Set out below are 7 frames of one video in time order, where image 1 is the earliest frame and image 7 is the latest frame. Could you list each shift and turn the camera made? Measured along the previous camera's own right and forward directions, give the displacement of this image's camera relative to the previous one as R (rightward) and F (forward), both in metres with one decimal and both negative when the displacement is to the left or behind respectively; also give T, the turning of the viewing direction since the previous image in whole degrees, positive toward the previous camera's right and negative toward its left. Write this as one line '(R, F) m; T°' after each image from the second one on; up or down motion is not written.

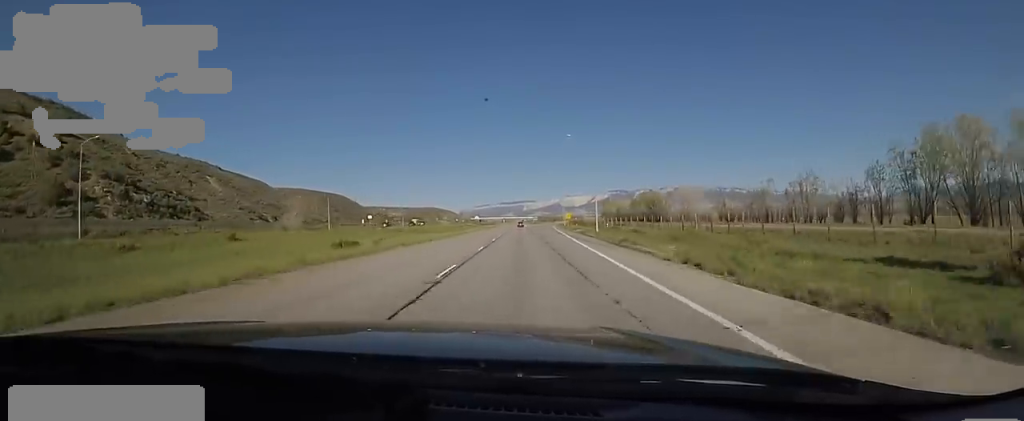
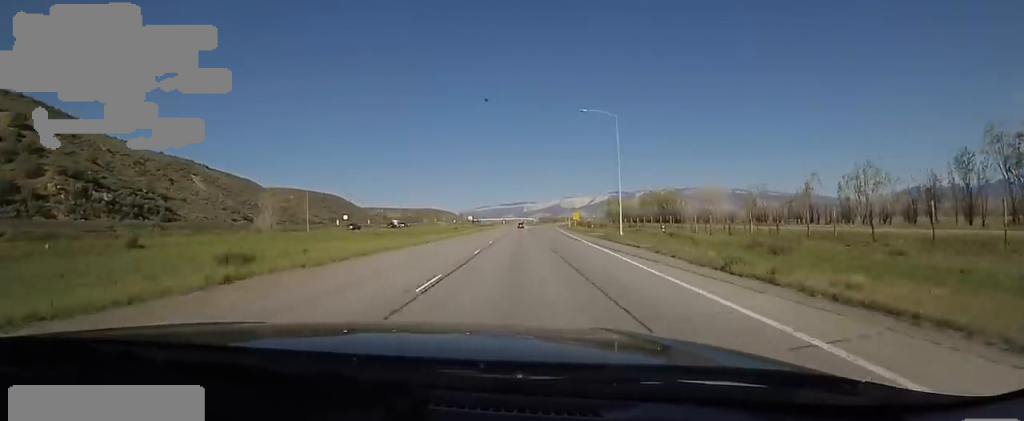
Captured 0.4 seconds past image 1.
(0.0, +14.4) m; 0°
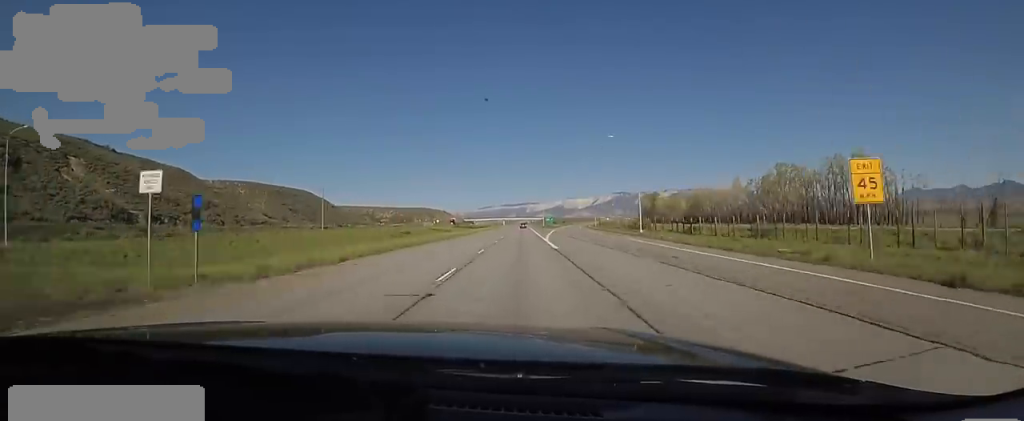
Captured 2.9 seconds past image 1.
(0.0, +83.3) m; 0°
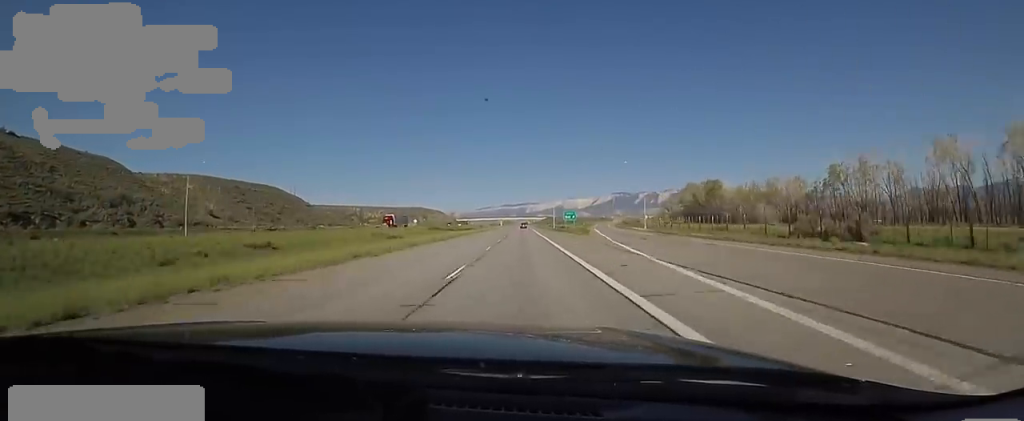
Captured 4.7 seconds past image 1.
(0.0, +58.9) m; 0°
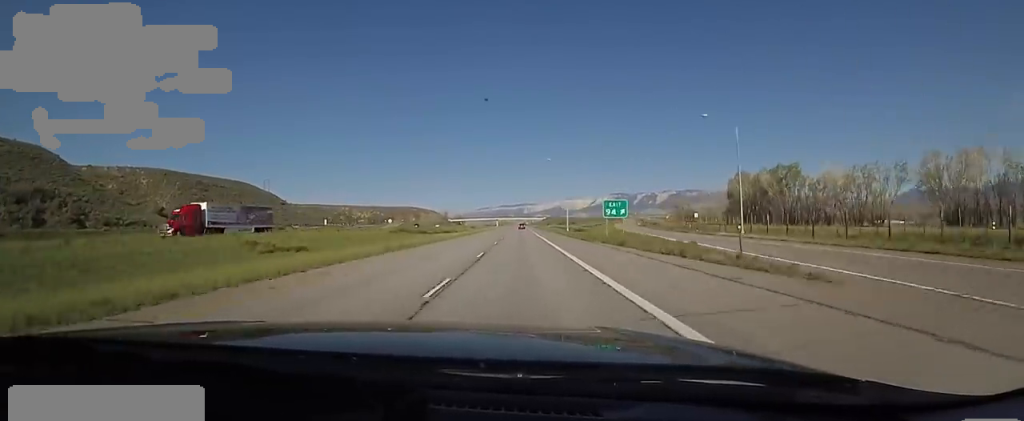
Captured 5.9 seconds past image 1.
(0.0, +41.1) m; +1°
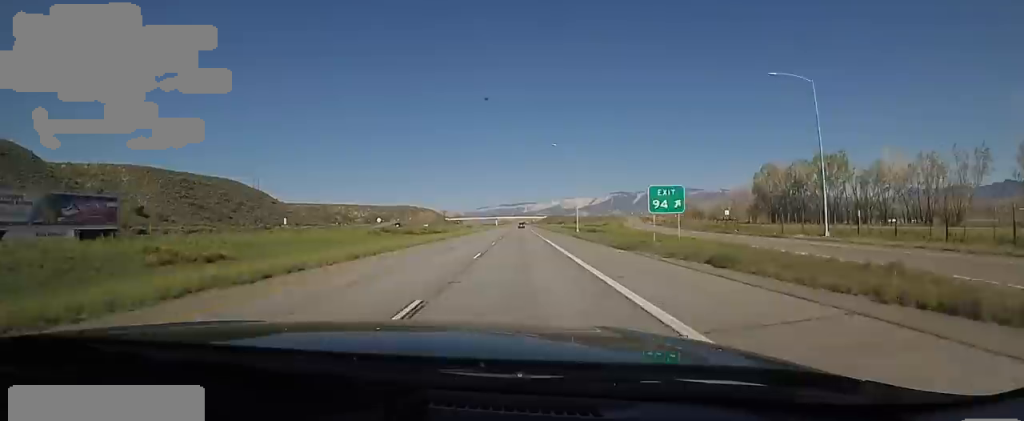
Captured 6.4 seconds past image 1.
(-0.4, +14.5) m; +1°
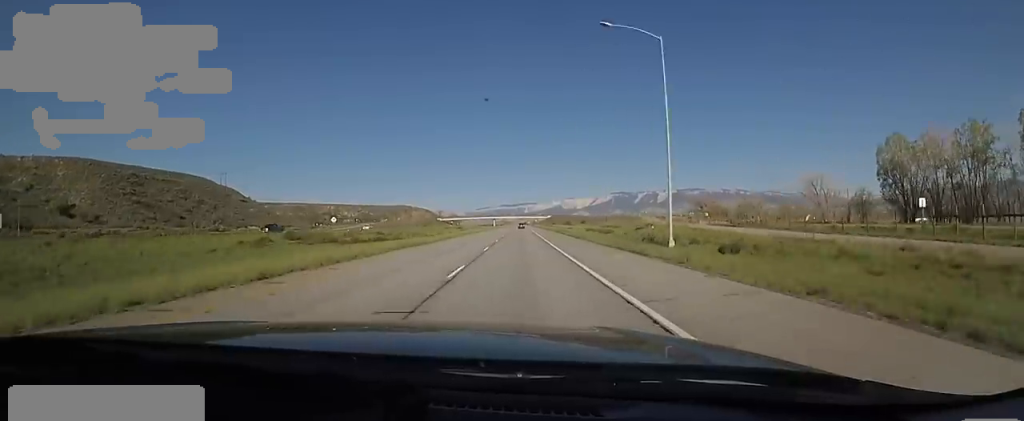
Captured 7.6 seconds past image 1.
(+1.2, +42.2) m; -1°
